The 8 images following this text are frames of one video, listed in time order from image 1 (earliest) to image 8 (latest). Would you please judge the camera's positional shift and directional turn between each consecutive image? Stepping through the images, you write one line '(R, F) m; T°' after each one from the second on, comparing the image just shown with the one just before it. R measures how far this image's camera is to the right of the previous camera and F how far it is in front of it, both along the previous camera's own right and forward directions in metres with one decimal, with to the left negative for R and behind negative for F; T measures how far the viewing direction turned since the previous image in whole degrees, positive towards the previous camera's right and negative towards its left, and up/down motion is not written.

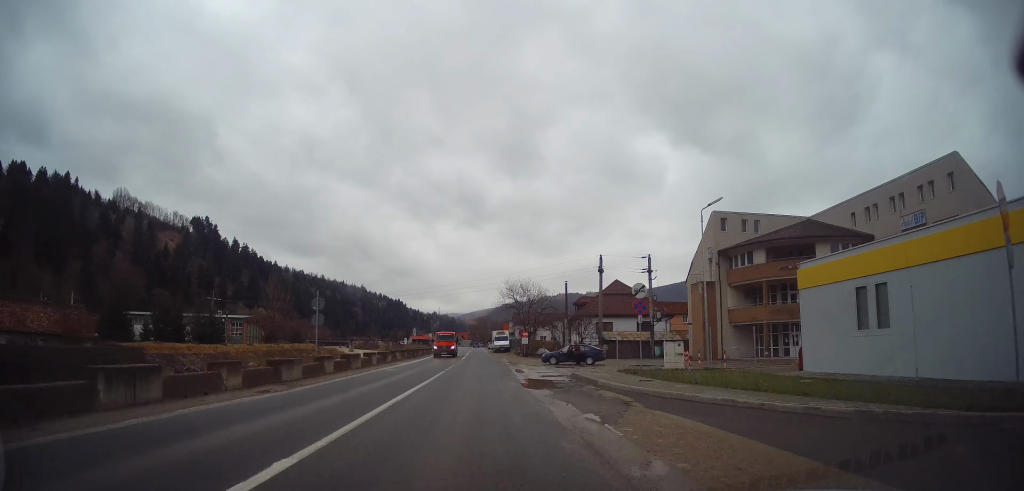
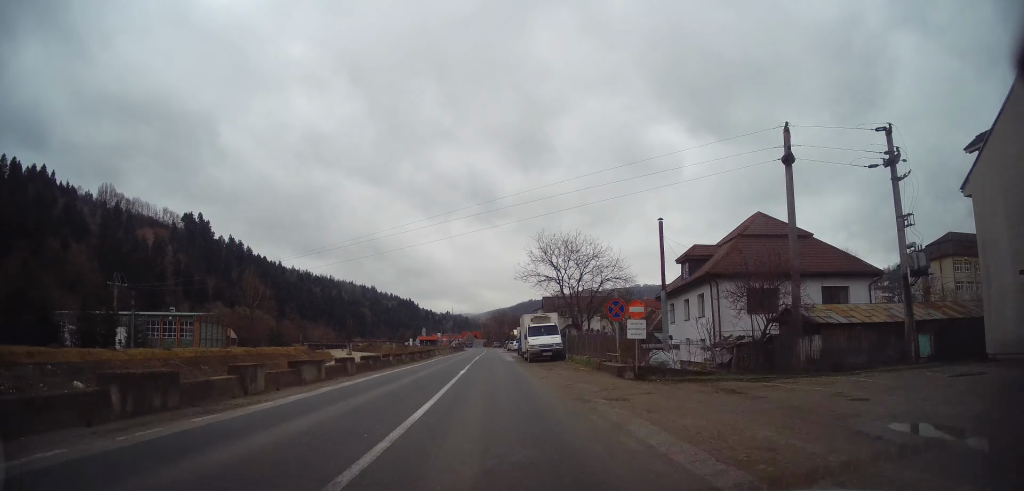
(-0.2, +36.6) m; -2°
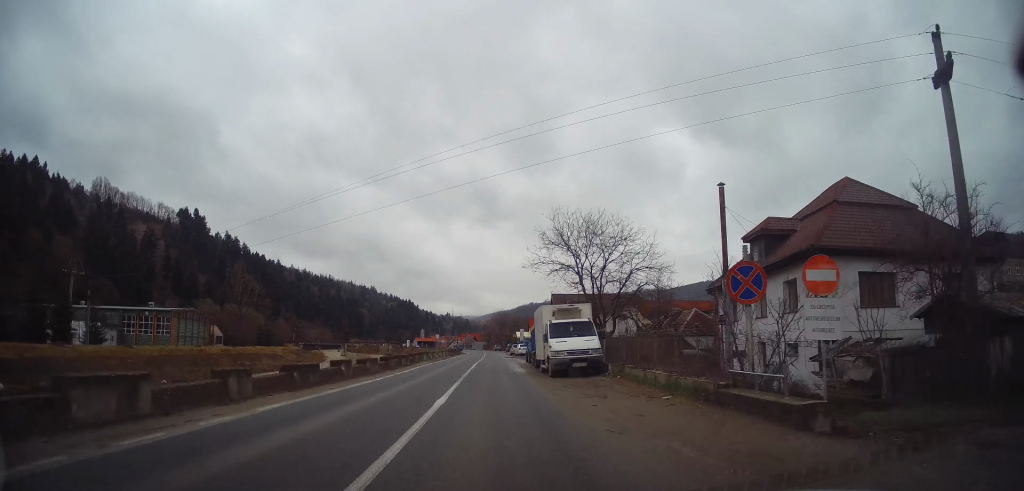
(0.0, +10.2) m; 0°
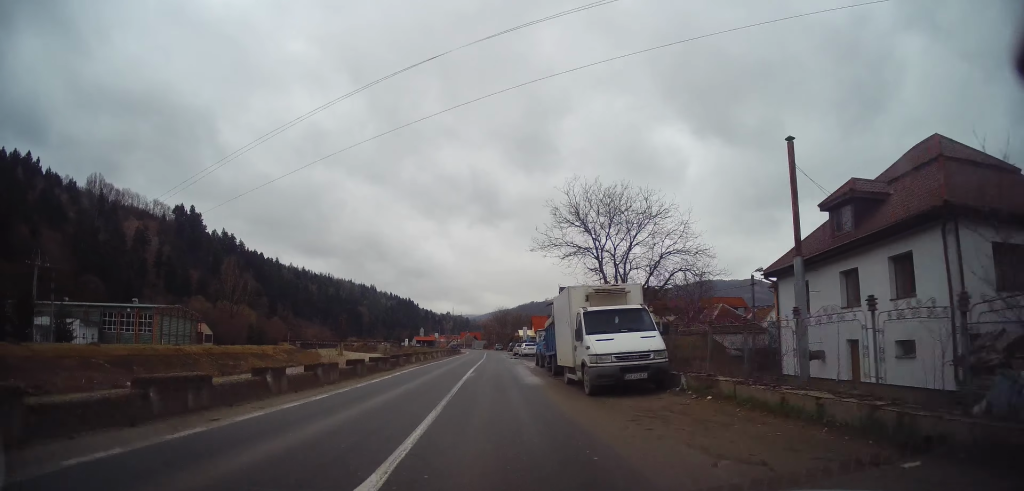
(0.0, +7.2) m; 0°
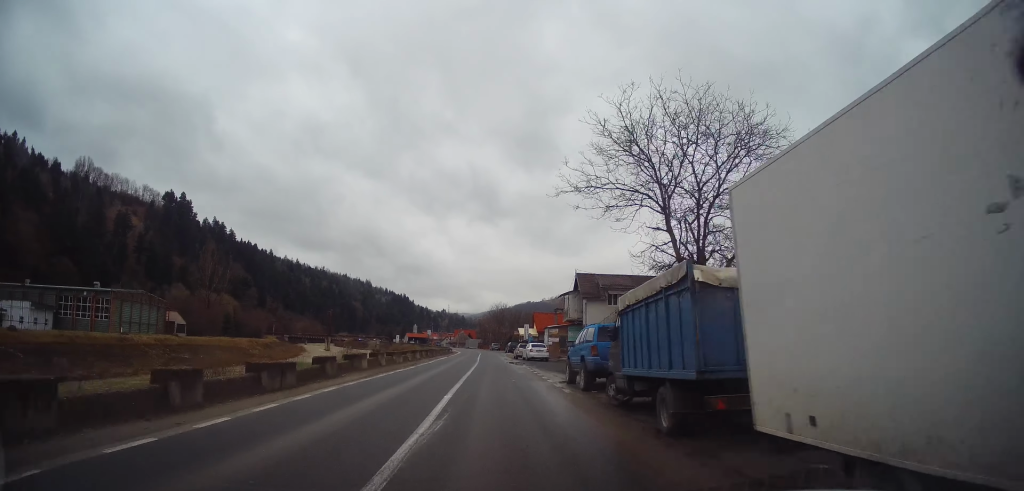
(+0.1, +13.5) m; 0°
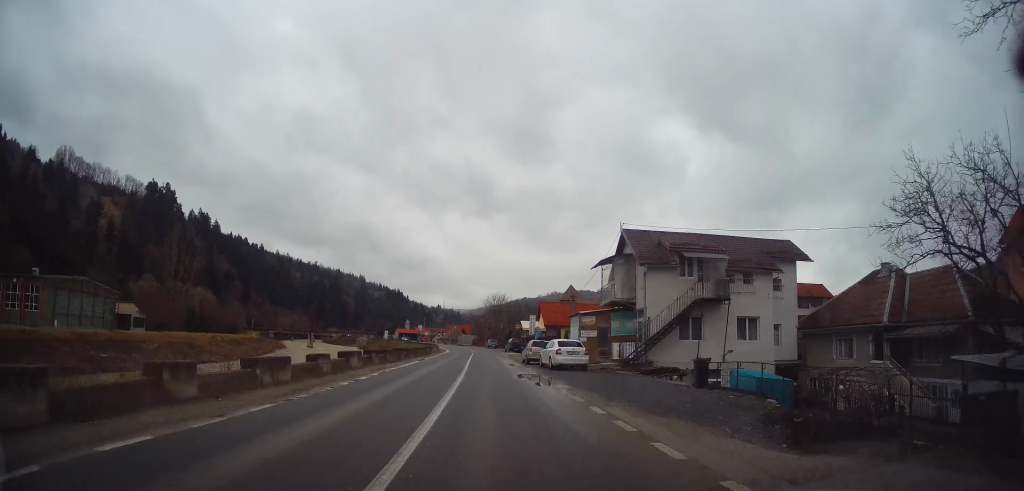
(-0.1, +18.2) m; 0°
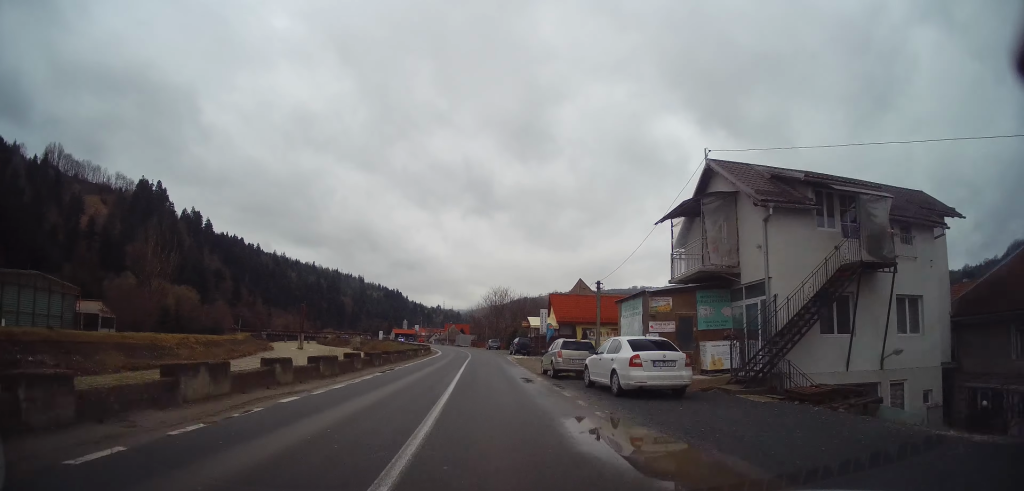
(-0.2, +12.5) m; +1°
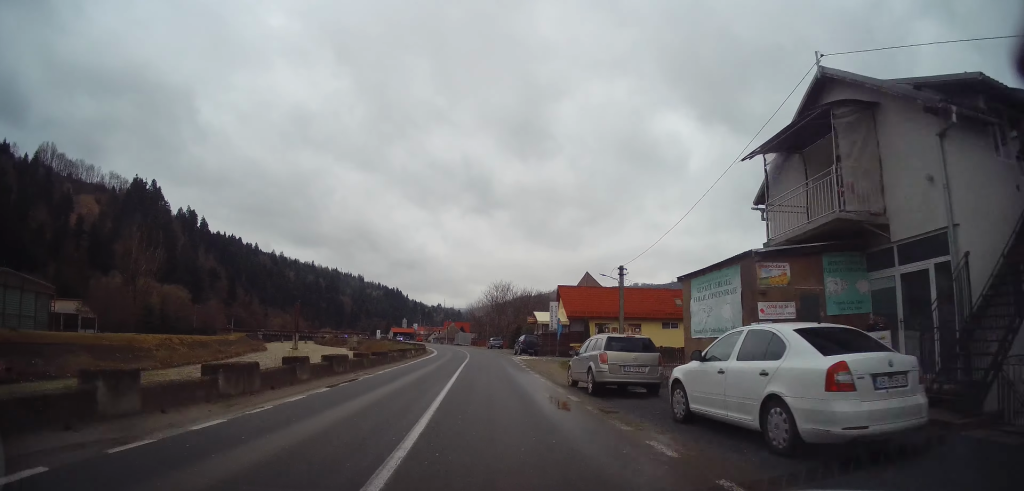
(+0.3, +7.3) m; -1°
